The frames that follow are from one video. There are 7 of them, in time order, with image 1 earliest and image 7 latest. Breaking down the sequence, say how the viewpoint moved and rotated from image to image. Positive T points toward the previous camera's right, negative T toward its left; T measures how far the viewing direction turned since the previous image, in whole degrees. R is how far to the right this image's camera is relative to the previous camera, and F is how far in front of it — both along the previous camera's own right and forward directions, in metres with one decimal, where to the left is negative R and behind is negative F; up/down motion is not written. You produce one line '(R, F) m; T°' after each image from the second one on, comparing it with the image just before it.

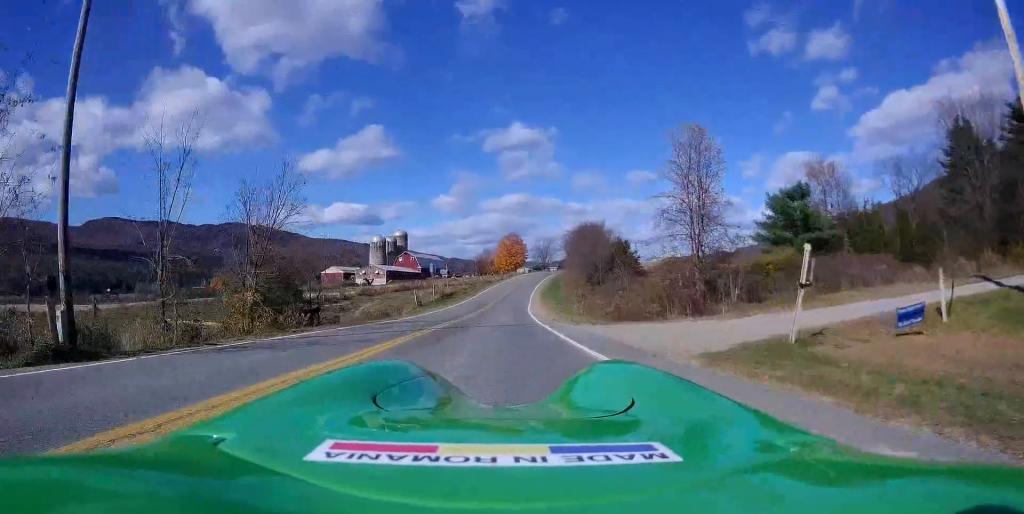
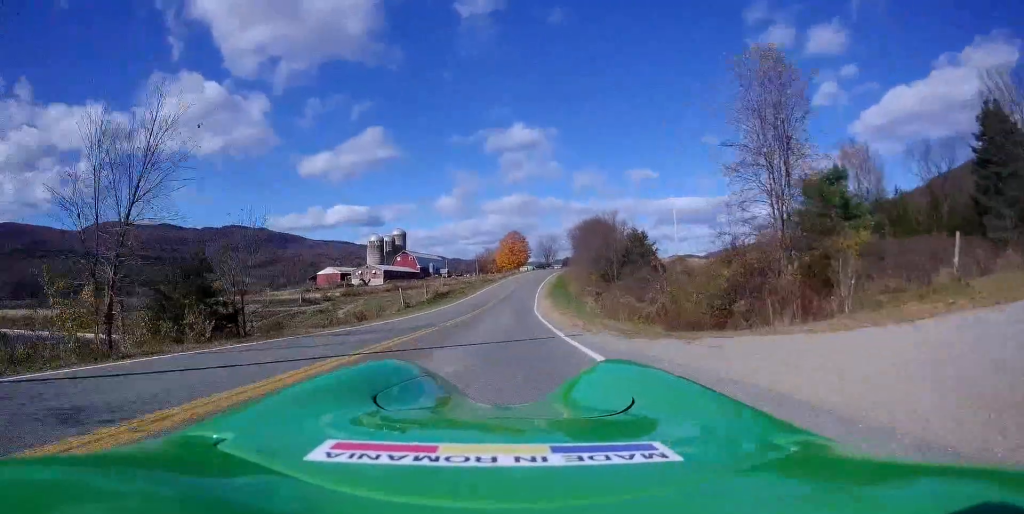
(+0.2, +7.9) m; +1°
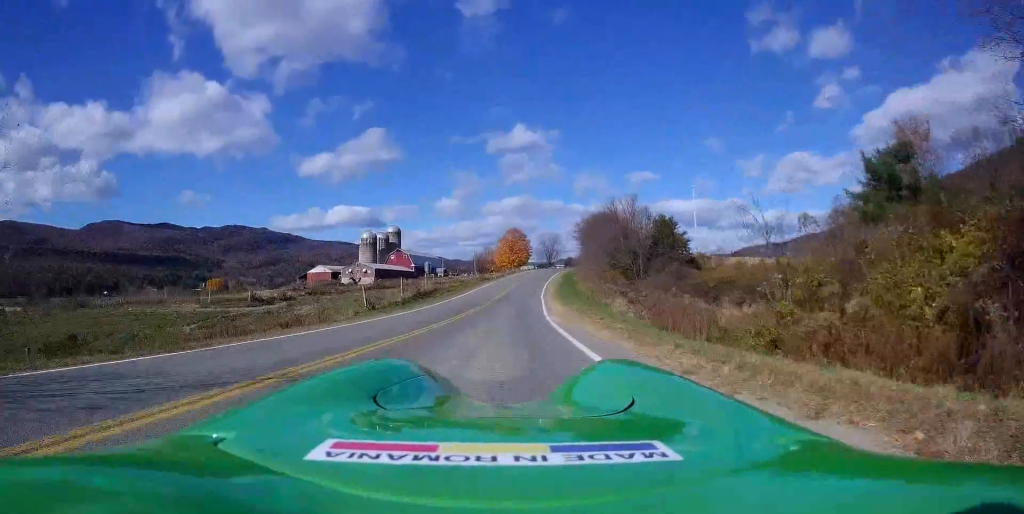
(+0.3, +11.8) m; +1°
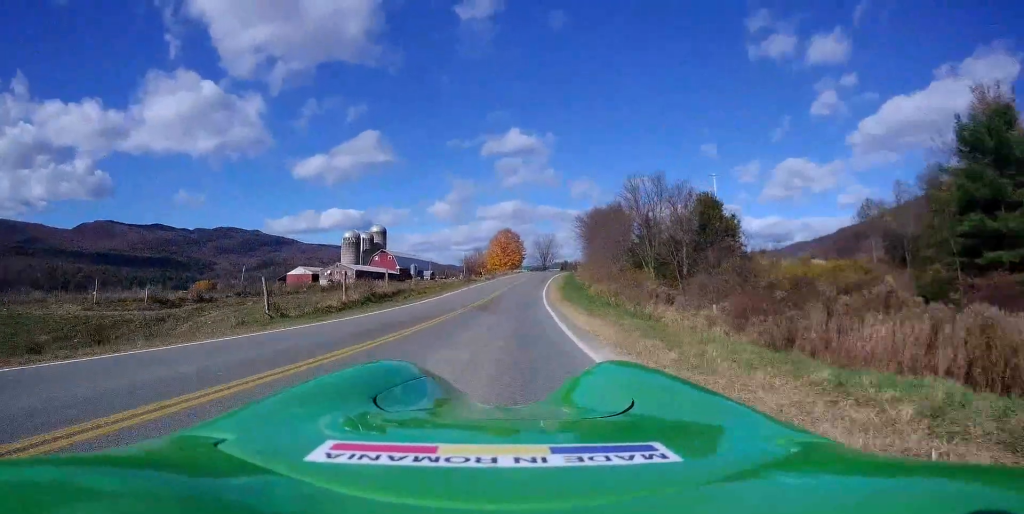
(-0.1, +13.5) m; 0°
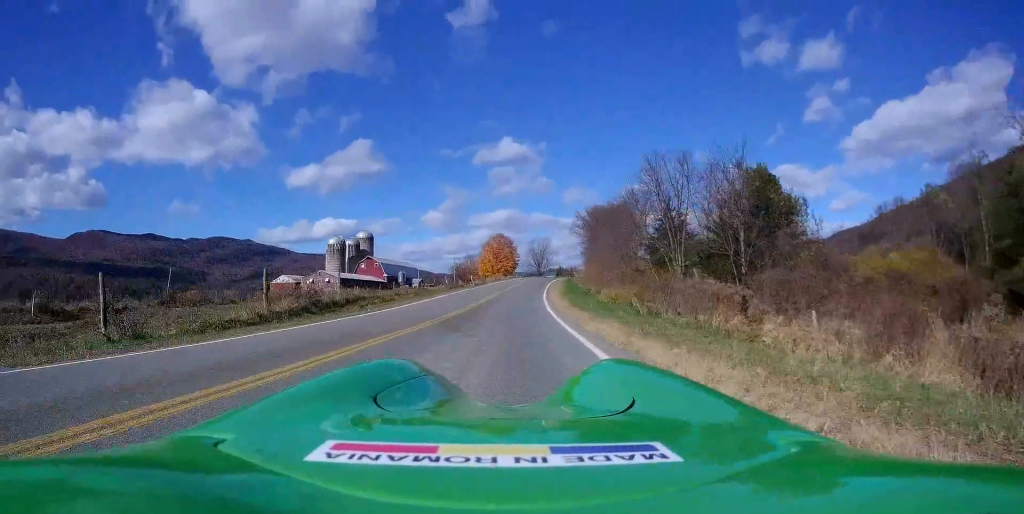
(+0.1, +9.6) m; 0°
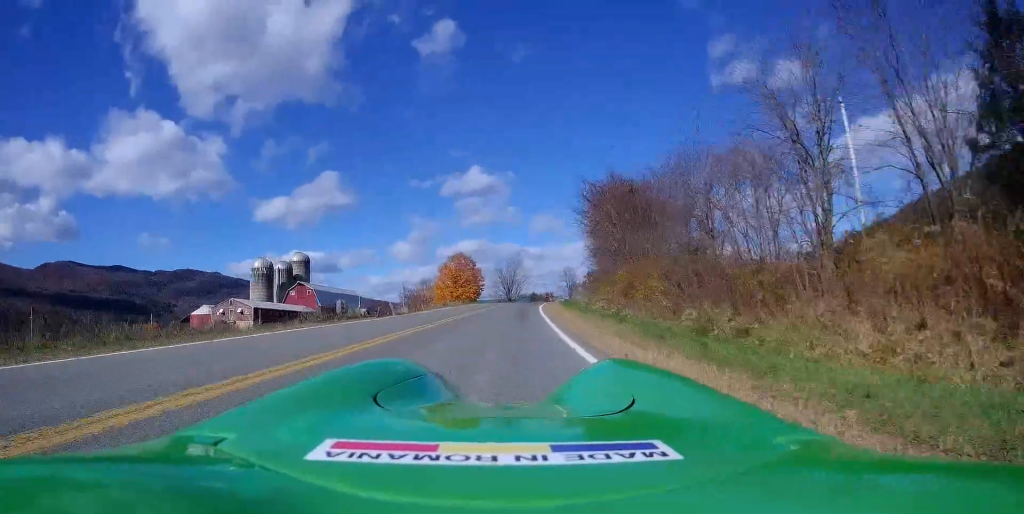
(+0.7, +34.8) m; +3°
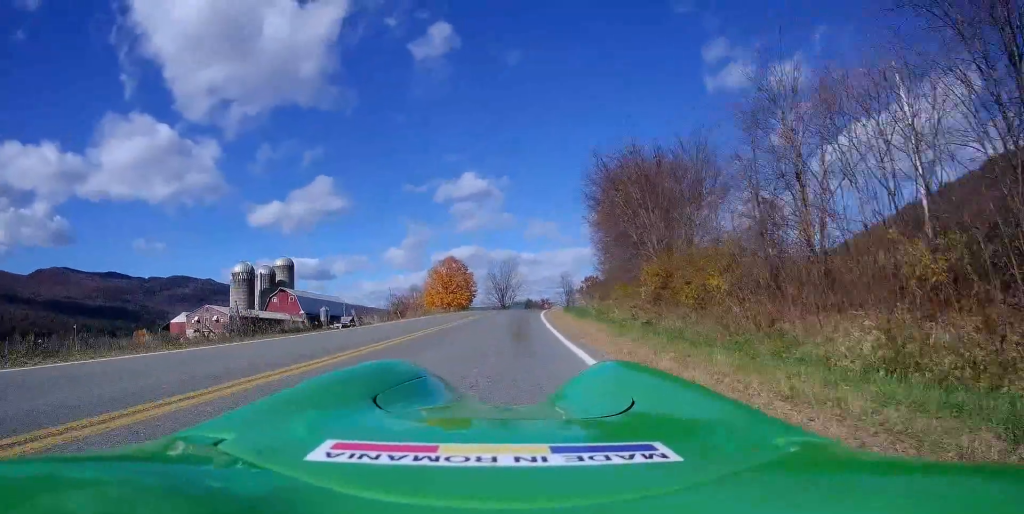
(+0.1, +8.5) m; +1°
